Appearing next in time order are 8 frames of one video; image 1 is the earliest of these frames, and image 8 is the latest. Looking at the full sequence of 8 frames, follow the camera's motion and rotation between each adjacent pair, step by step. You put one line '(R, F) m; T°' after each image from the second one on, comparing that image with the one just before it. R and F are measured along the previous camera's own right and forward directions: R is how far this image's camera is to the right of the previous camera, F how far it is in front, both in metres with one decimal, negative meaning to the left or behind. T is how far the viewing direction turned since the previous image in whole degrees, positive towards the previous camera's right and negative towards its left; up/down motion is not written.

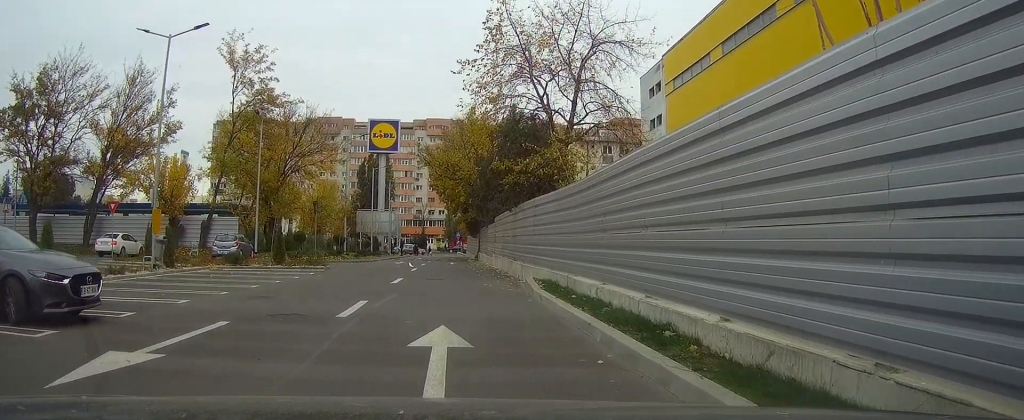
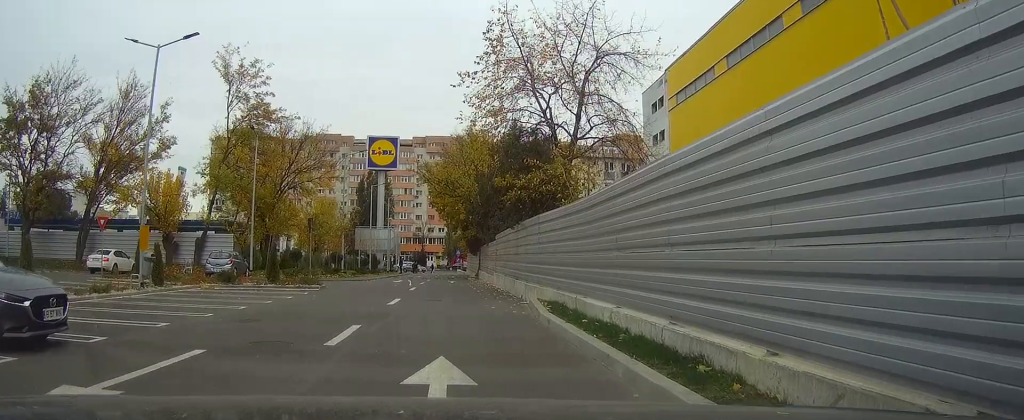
(0.0, +1.1) m; +1°
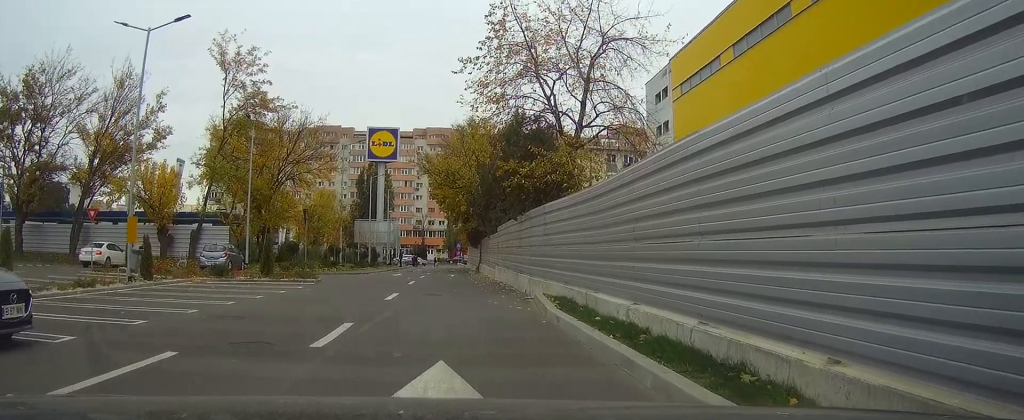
(0.0, +1.0) m; 0°
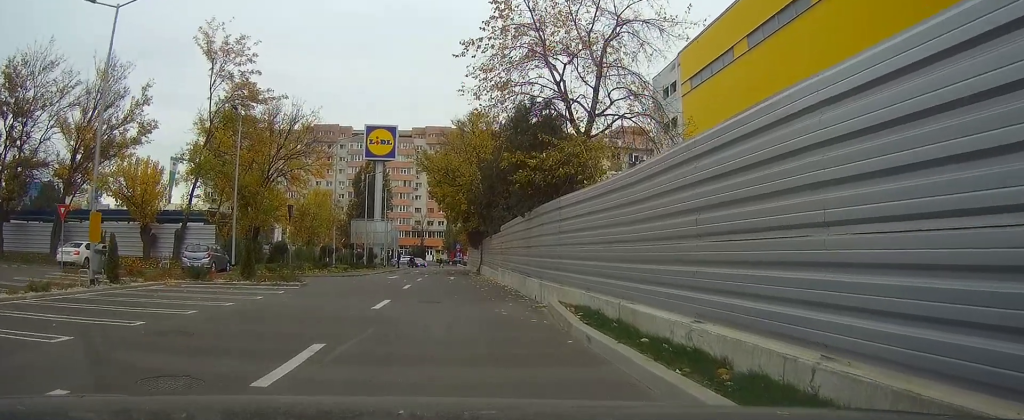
(0.0, +3.0) m; +1°
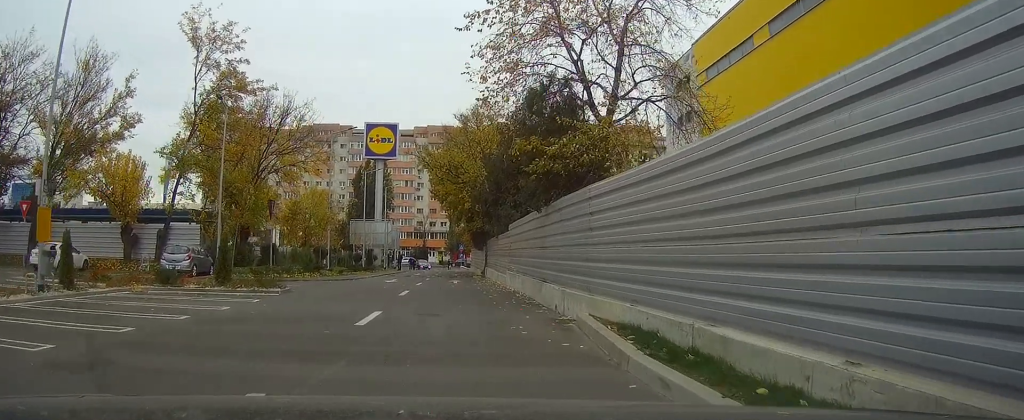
(0.0, +3.2) m; +1°
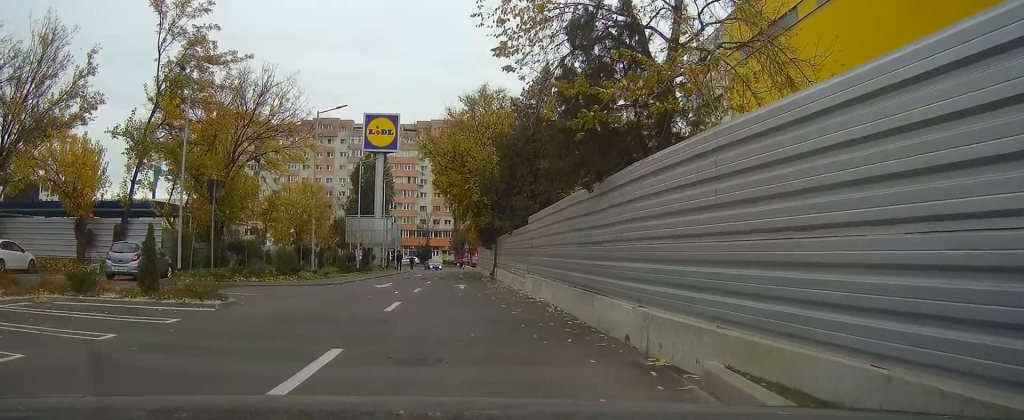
(0.0, +5.3) m; -1°
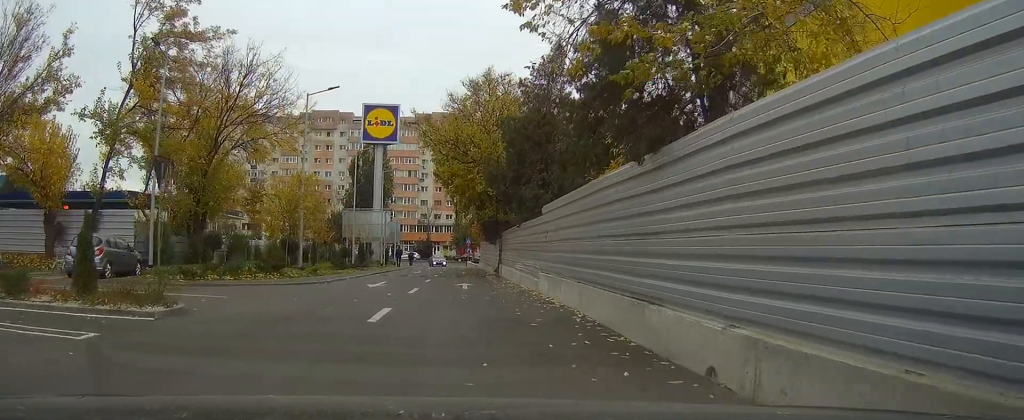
(-0.1, +3.0) m; 0°
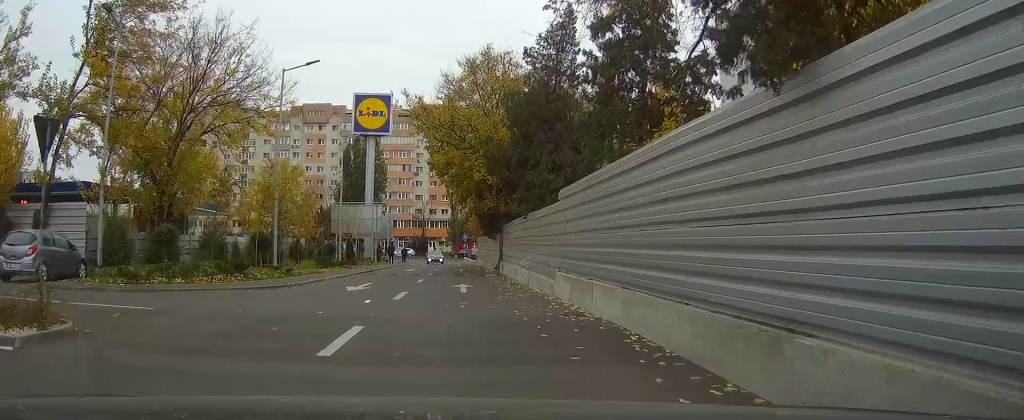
(0.0, +3.9) m; 0°
